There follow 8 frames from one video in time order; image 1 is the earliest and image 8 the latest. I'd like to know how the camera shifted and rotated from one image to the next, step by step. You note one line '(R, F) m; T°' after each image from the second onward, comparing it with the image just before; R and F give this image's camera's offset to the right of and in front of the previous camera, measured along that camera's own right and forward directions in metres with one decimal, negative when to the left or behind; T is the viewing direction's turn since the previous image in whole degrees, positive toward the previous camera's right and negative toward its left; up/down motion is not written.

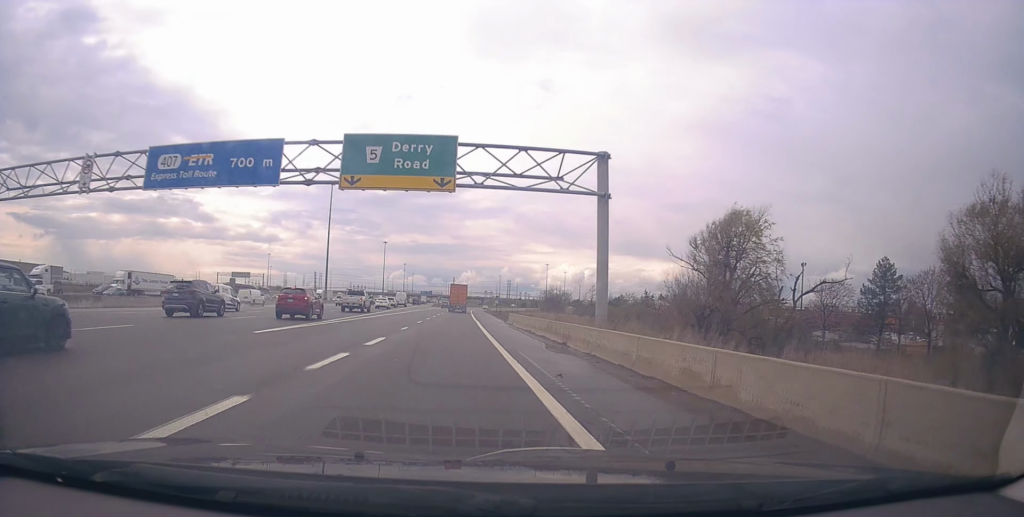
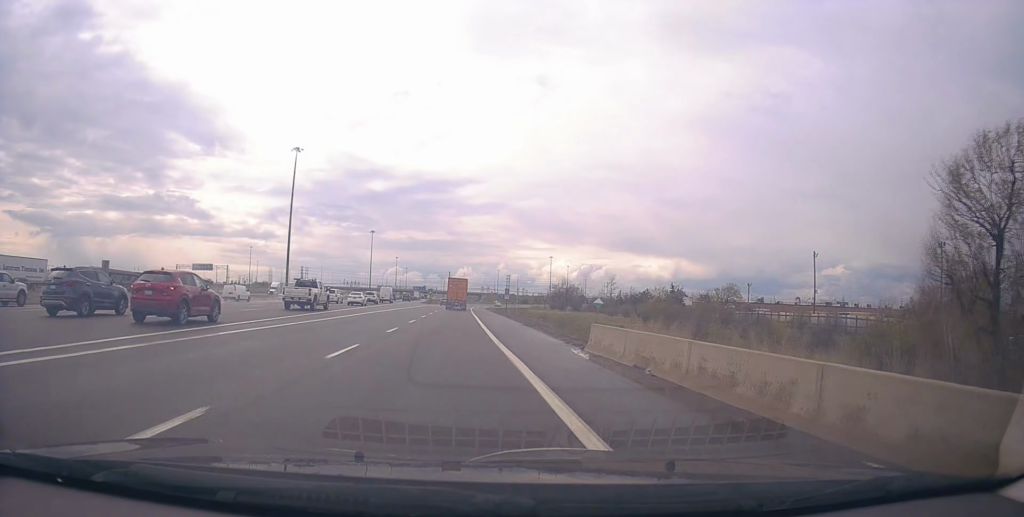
(0.0, +31.1) m; -1°
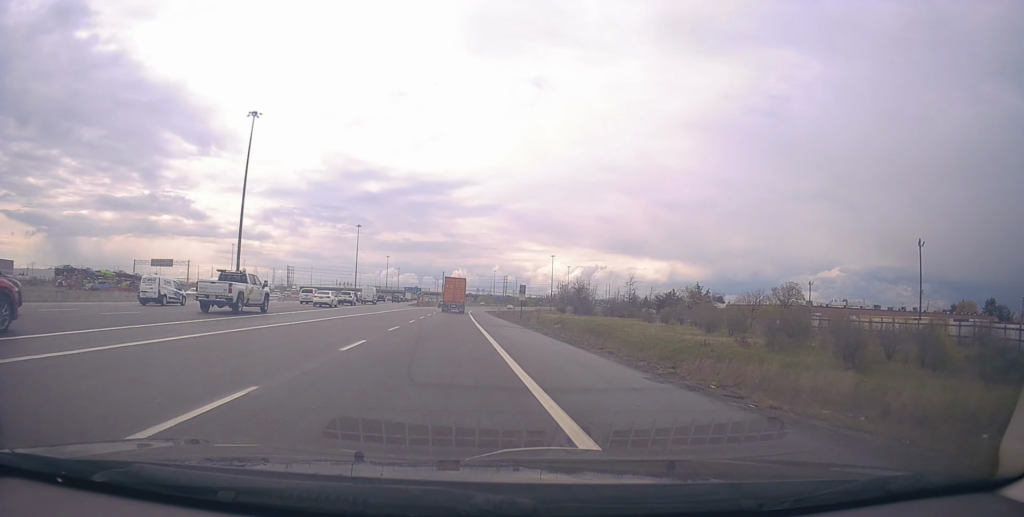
(-0.4, +24.8) m; +1°
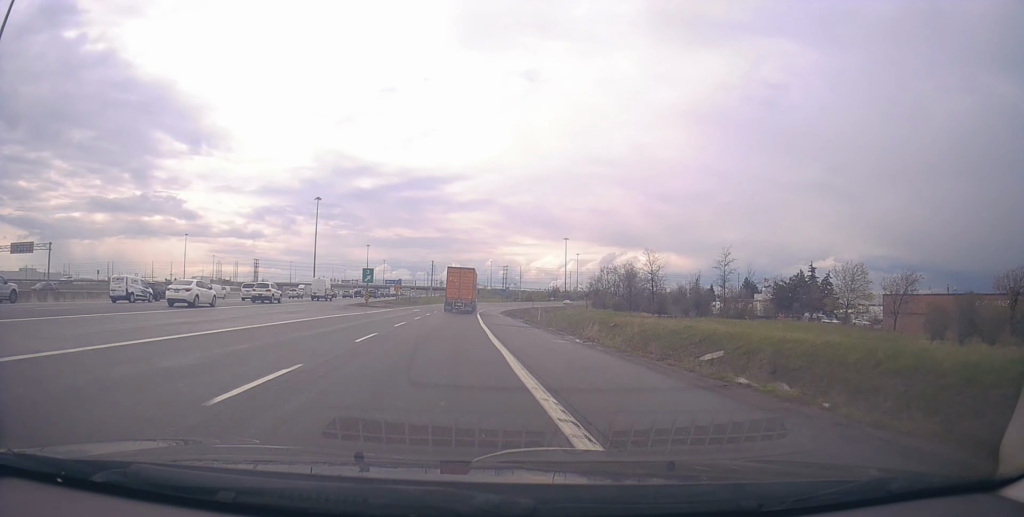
(+1.6, +59.7) m; +2°
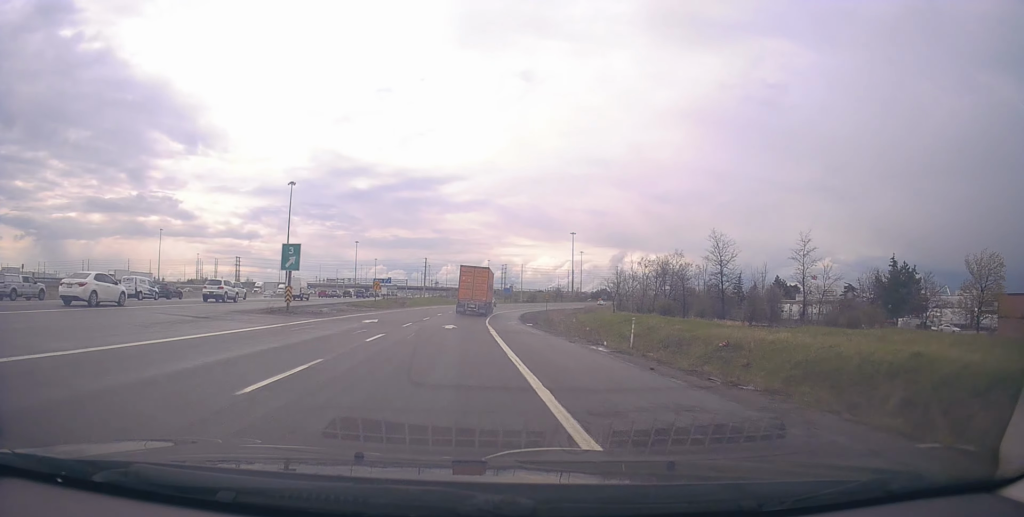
(+0.1, +26.4) m; 0°
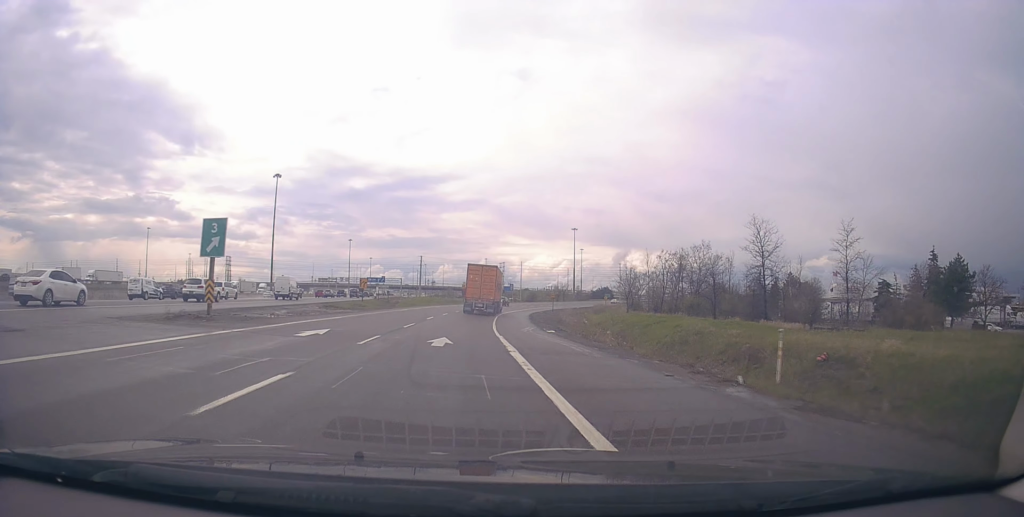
(0.0, +10.5) m; 0°
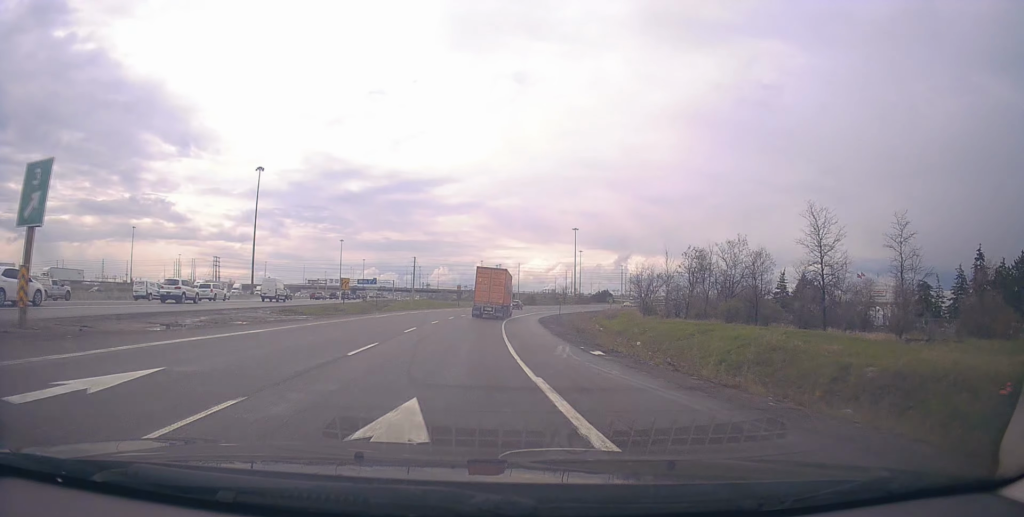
(-0.3, +10.4) m; +1°
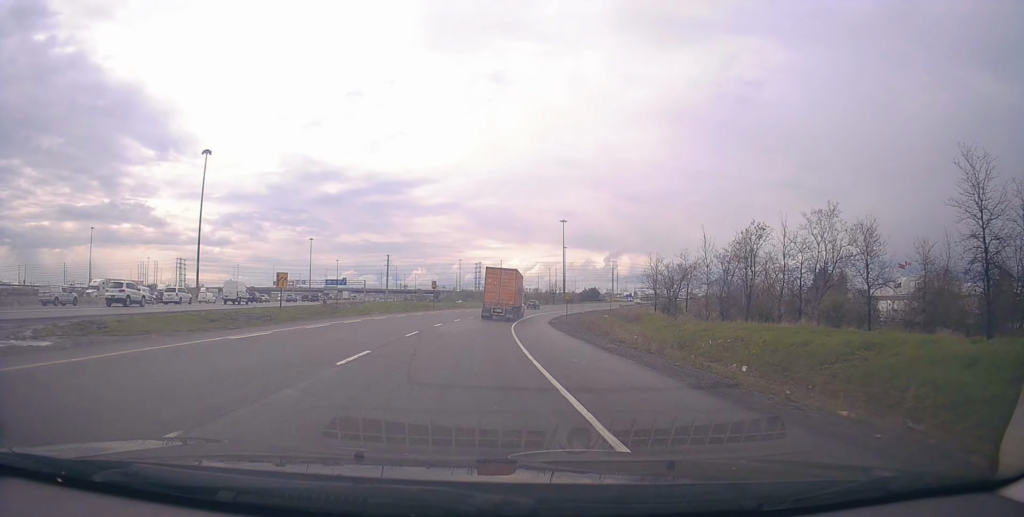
(+0.8, +20.2) m; +3°
